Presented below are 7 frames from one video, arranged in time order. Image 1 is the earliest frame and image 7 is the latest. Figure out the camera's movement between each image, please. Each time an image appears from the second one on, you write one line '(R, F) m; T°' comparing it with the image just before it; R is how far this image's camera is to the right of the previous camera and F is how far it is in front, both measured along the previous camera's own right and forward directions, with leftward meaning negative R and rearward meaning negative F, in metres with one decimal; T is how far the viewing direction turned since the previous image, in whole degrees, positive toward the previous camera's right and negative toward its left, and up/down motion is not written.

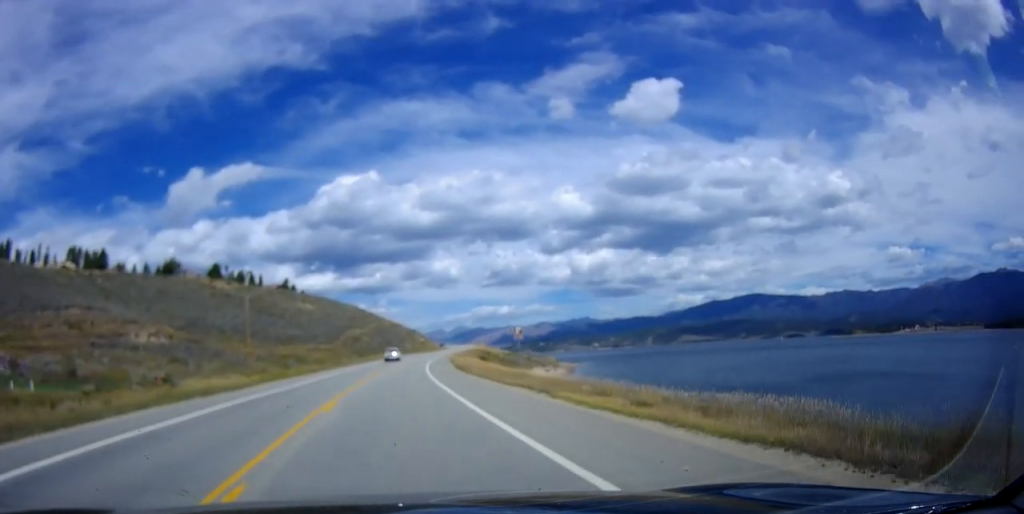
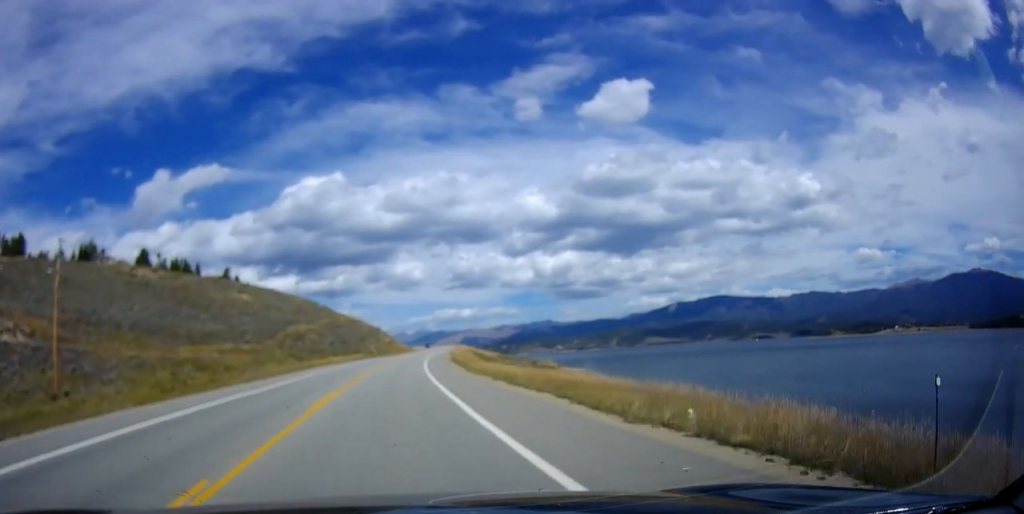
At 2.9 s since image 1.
(+1.3, +45.3) m; +4°
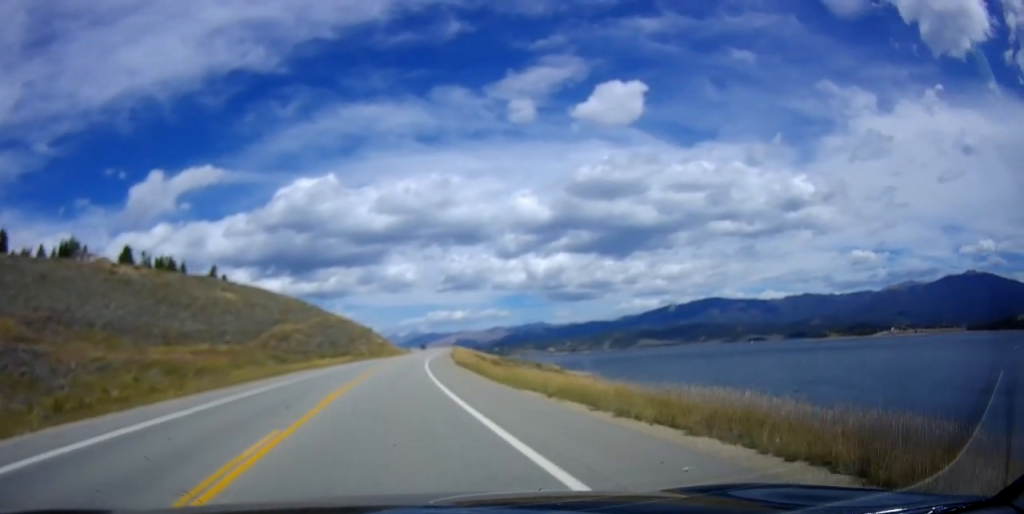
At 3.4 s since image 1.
(-0.3, +10.1) m; +1°
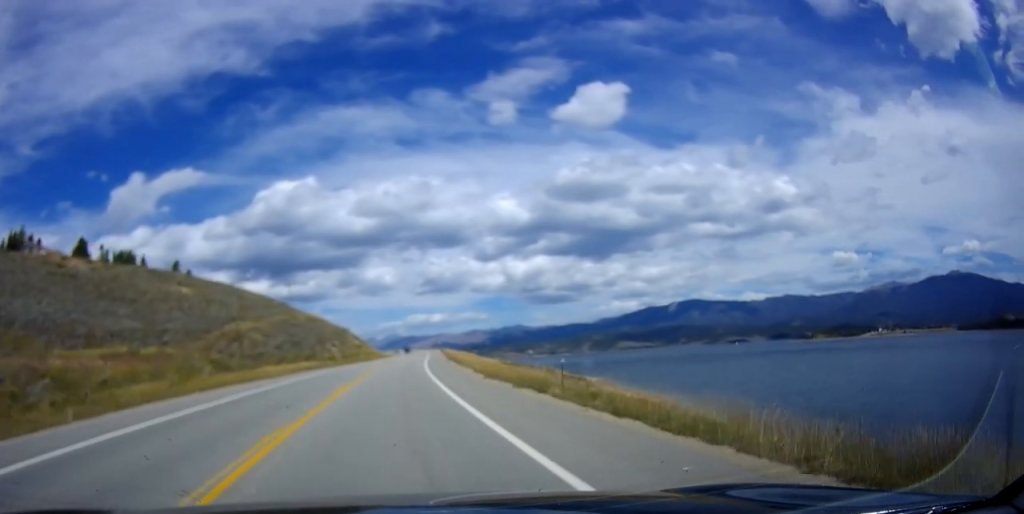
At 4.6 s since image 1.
(+0.7, +23.0) m; +2°
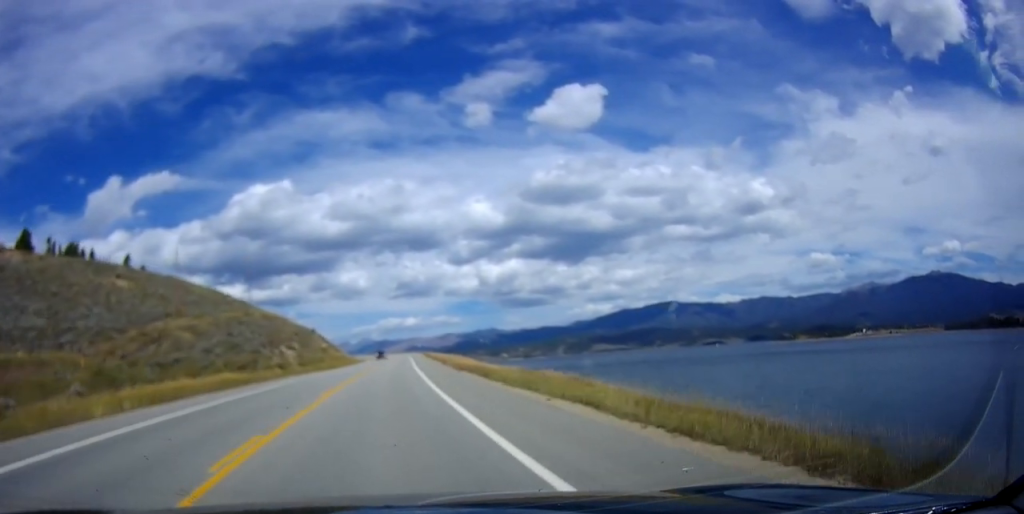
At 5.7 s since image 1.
(0.0, +24.5) m; 0°
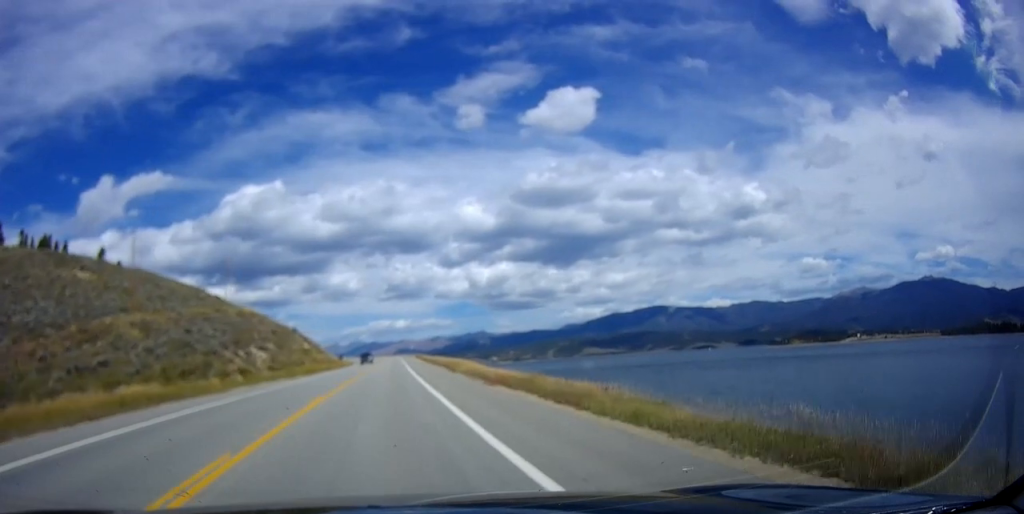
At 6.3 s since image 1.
(+0.1, +13.9) m; +1°
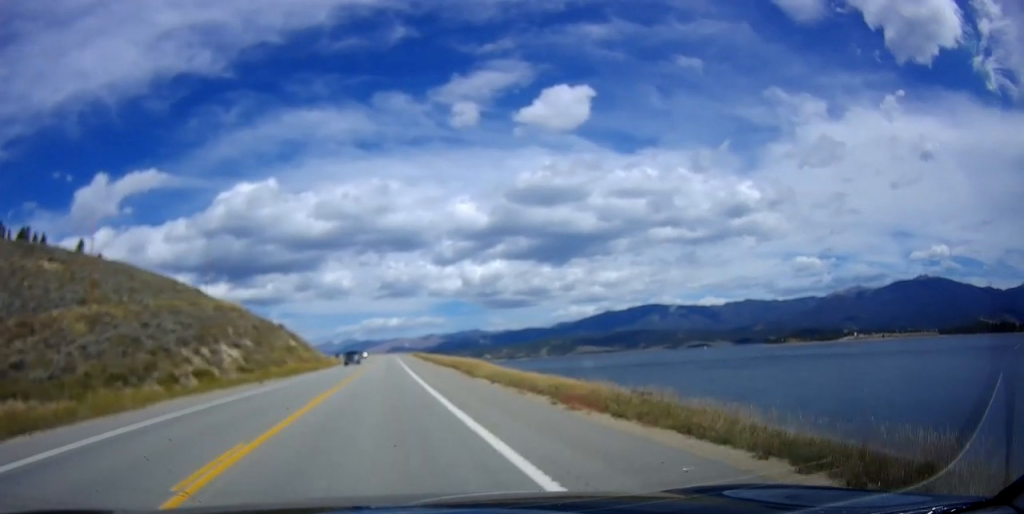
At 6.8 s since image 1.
(-0.1, +10.9) m; +1°
